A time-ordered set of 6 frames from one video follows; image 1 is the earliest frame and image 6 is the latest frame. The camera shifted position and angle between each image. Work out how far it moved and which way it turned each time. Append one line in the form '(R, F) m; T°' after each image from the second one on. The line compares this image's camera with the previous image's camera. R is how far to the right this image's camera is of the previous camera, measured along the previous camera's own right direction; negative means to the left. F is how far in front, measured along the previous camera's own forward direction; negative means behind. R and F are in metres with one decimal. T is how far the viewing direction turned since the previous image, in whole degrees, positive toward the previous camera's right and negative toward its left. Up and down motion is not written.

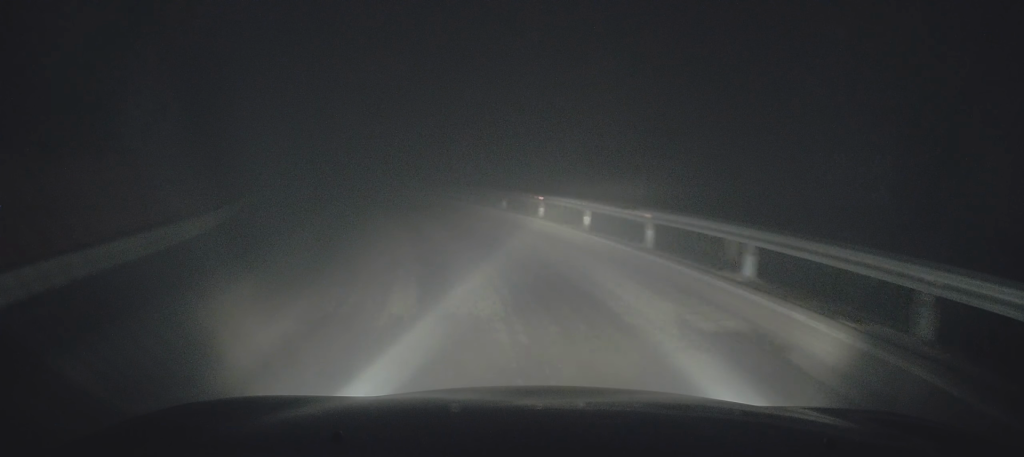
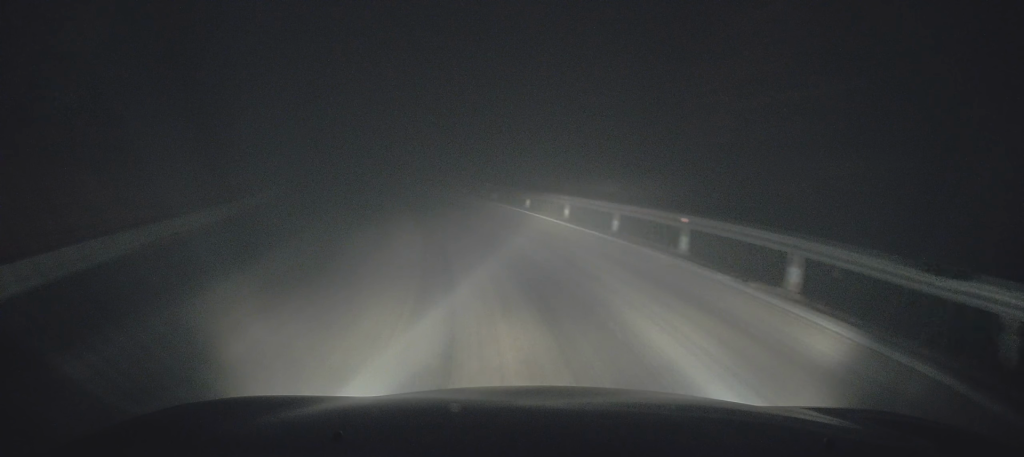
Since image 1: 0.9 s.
(-0.6, +8.0) m; -8°
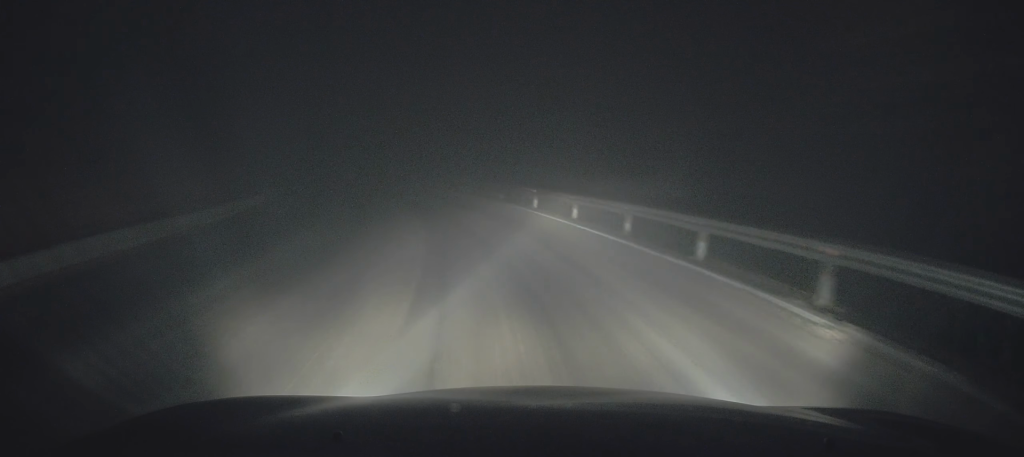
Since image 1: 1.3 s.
(-0.1, +4.3) m; -4°
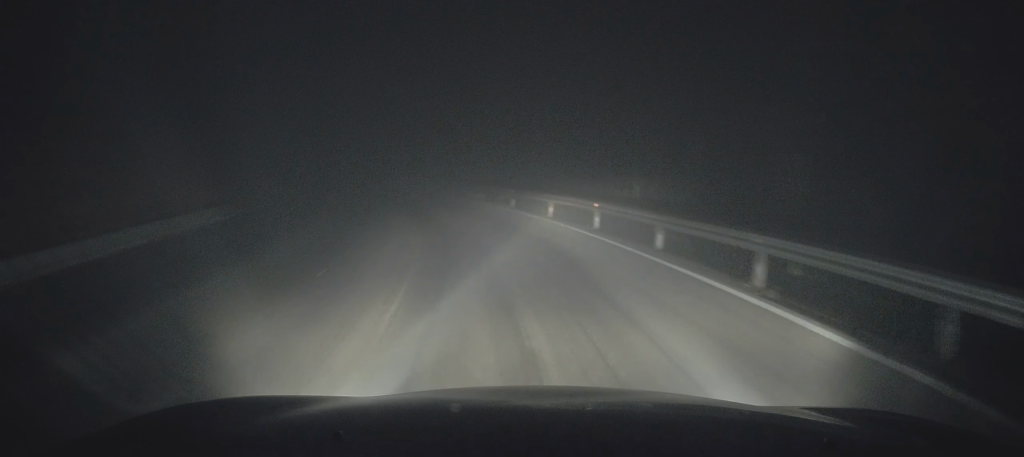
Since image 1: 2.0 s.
(-0.4, +5.7) m; -4°
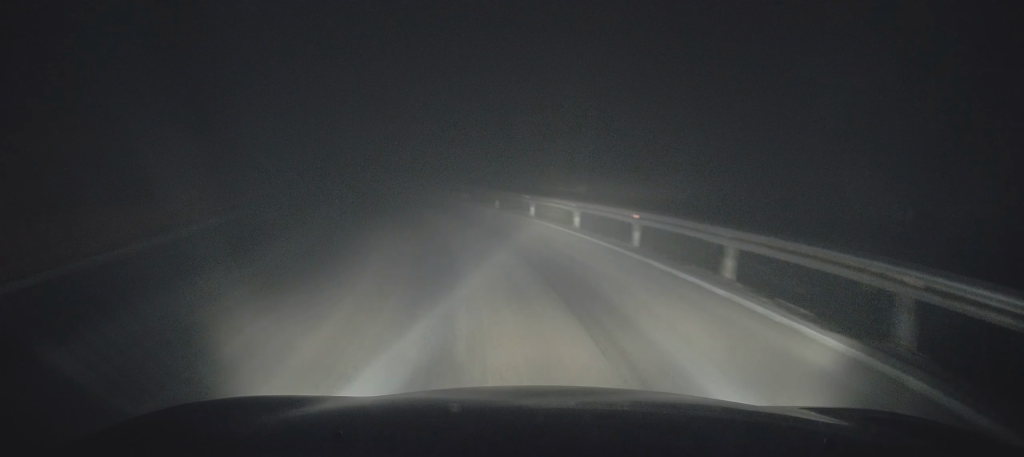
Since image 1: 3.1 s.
(-0.4, +10.2) m; -6°
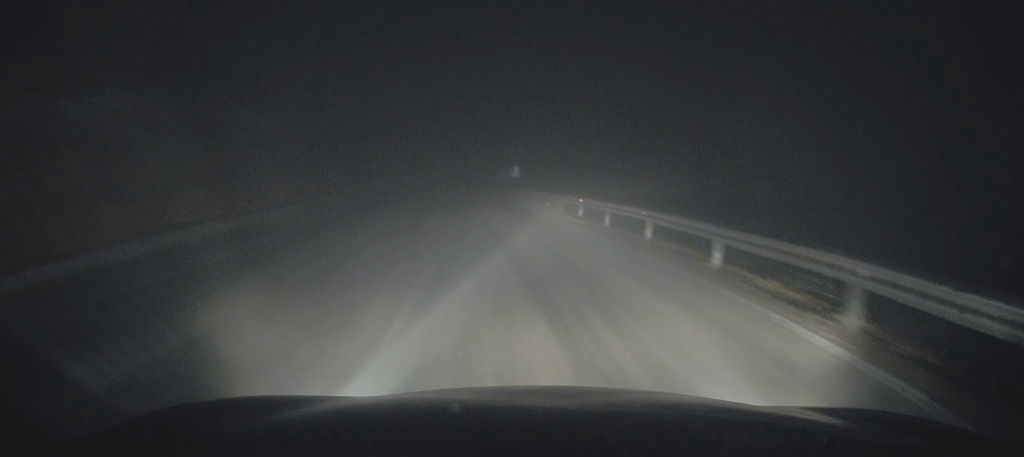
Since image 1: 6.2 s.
(-4.8, +27.1) m; -18°
